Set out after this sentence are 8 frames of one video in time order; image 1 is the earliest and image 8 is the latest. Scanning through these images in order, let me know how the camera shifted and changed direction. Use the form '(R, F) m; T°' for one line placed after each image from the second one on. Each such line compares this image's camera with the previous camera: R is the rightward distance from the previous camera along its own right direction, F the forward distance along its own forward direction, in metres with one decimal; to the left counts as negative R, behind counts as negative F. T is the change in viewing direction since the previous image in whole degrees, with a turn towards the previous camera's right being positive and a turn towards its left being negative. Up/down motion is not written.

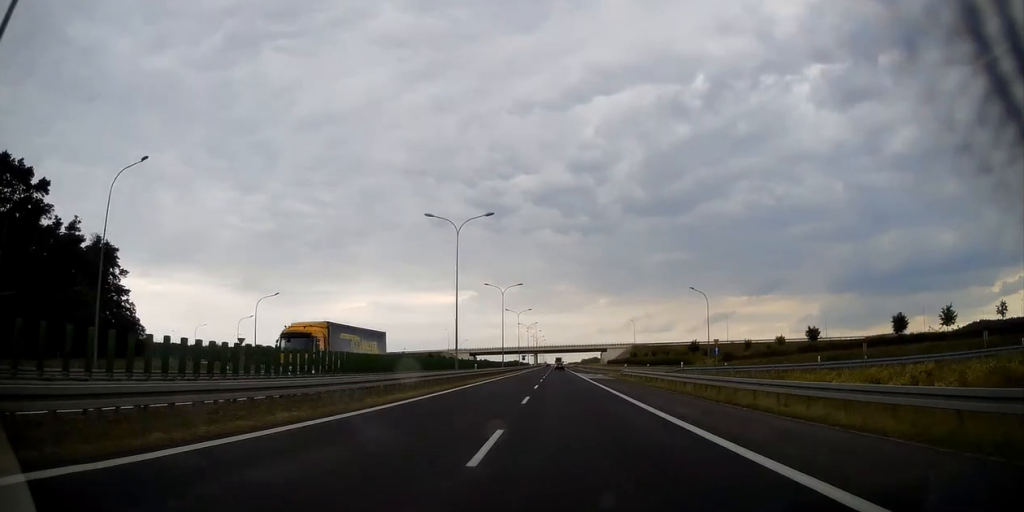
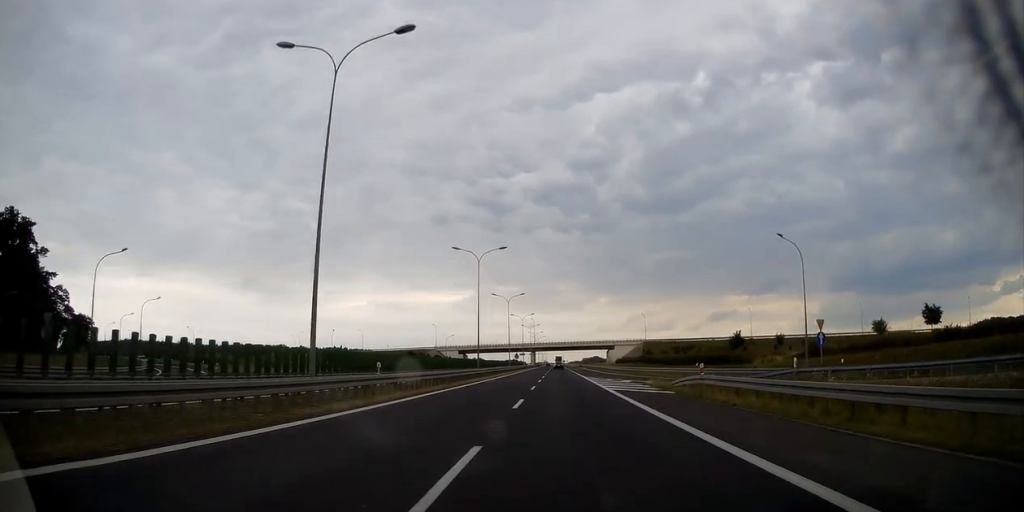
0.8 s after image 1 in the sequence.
(0.0, +26.5) m; 0°
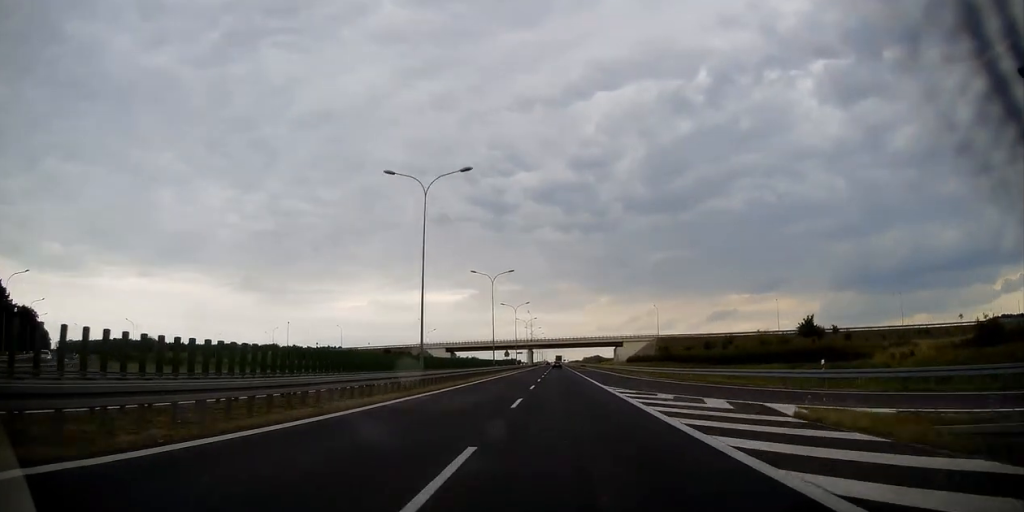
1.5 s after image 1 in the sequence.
(+0.2, +24.2) m; 0°
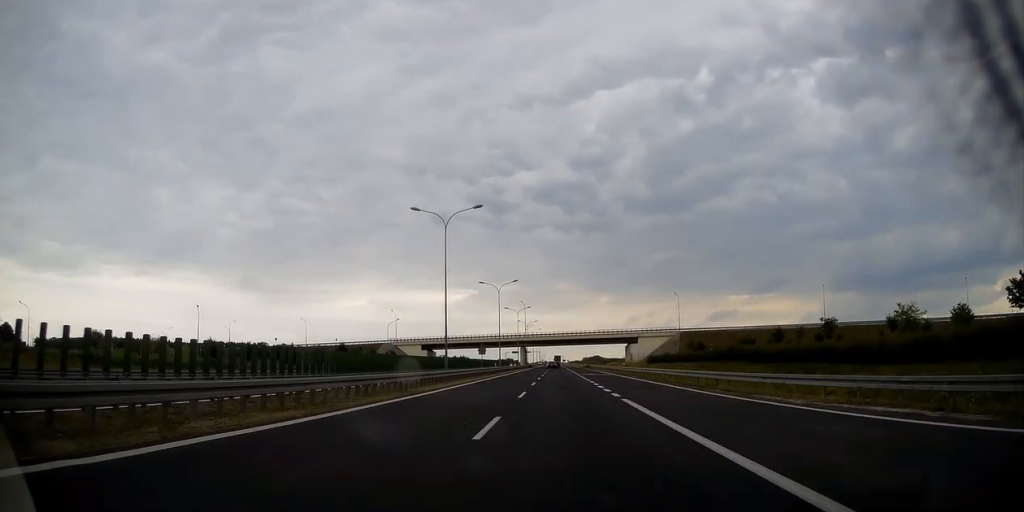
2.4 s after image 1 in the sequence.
(-0.2, +31.2) m; 0°
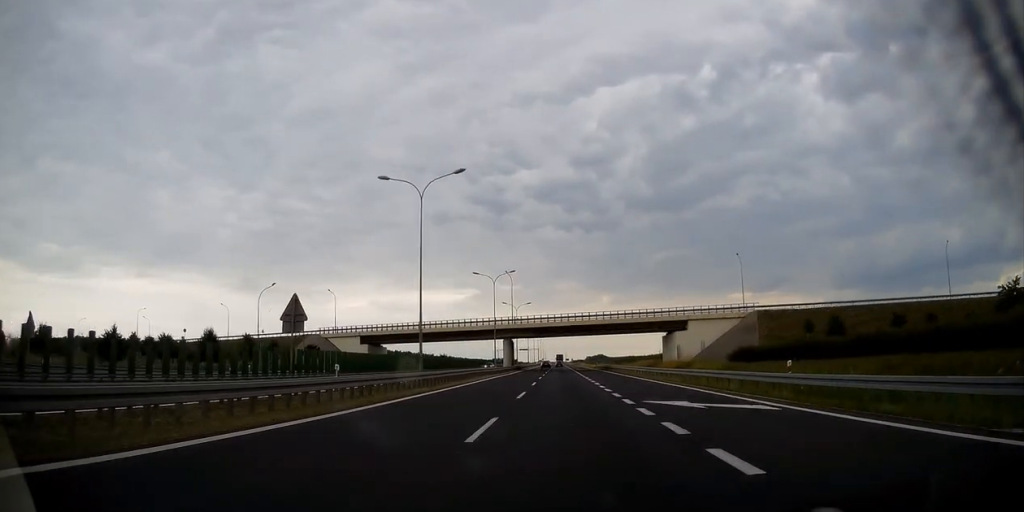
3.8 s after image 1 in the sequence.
(0.0, +48.6) m; 0°
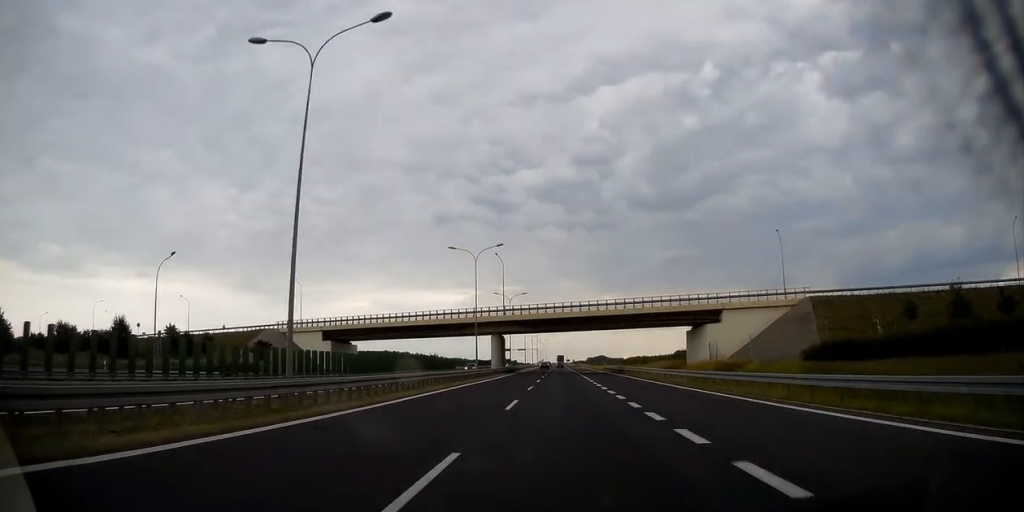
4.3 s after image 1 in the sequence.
(0.0, +17.3) m; 0°
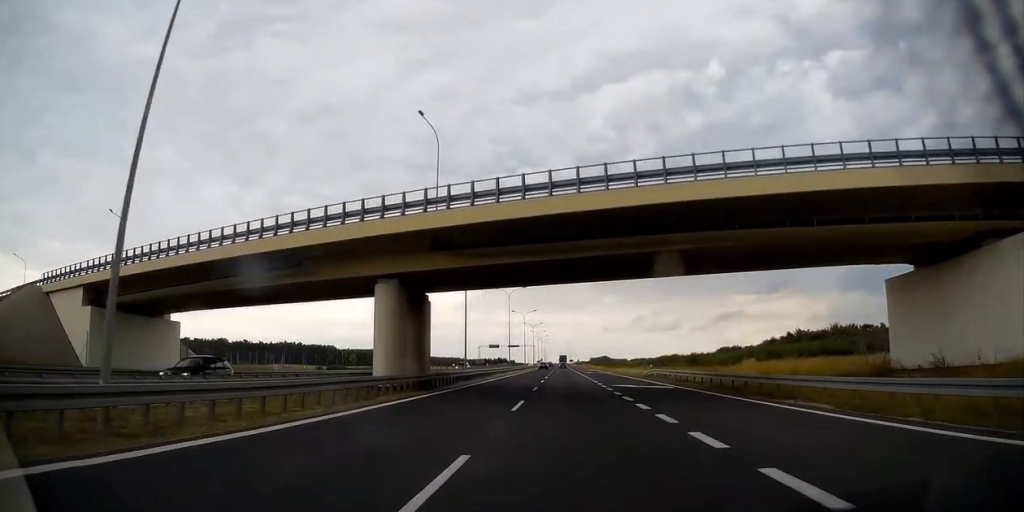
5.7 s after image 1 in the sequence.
(+0.3, +48.4) m; 0°
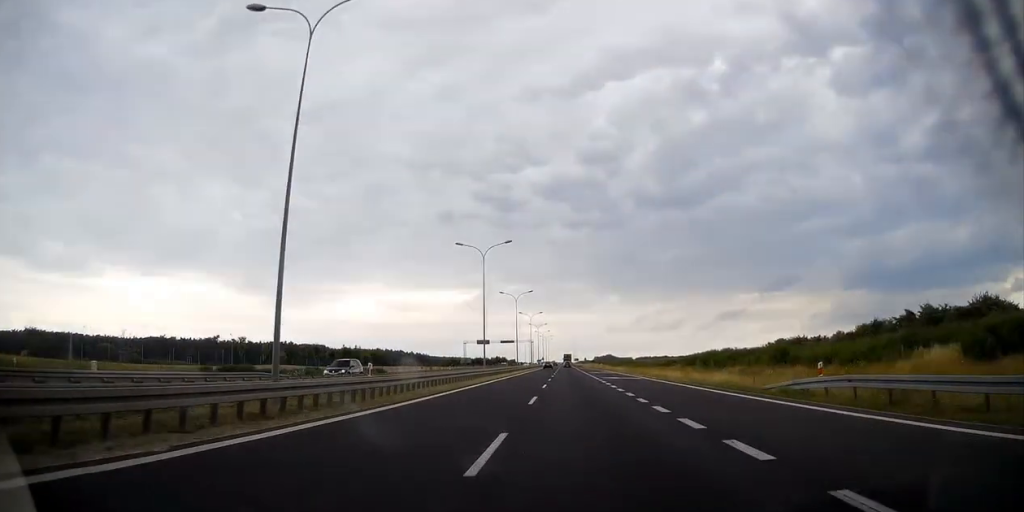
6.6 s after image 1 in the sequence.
(-0.3, +33.4) m; -1°
